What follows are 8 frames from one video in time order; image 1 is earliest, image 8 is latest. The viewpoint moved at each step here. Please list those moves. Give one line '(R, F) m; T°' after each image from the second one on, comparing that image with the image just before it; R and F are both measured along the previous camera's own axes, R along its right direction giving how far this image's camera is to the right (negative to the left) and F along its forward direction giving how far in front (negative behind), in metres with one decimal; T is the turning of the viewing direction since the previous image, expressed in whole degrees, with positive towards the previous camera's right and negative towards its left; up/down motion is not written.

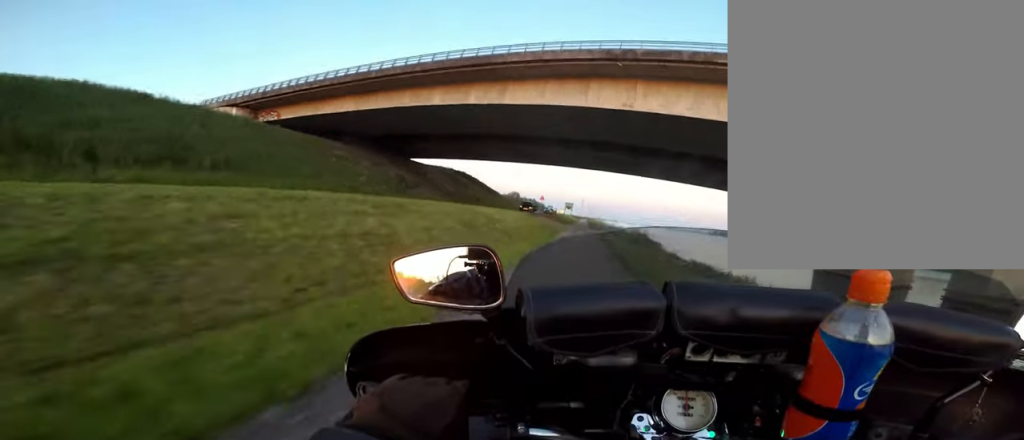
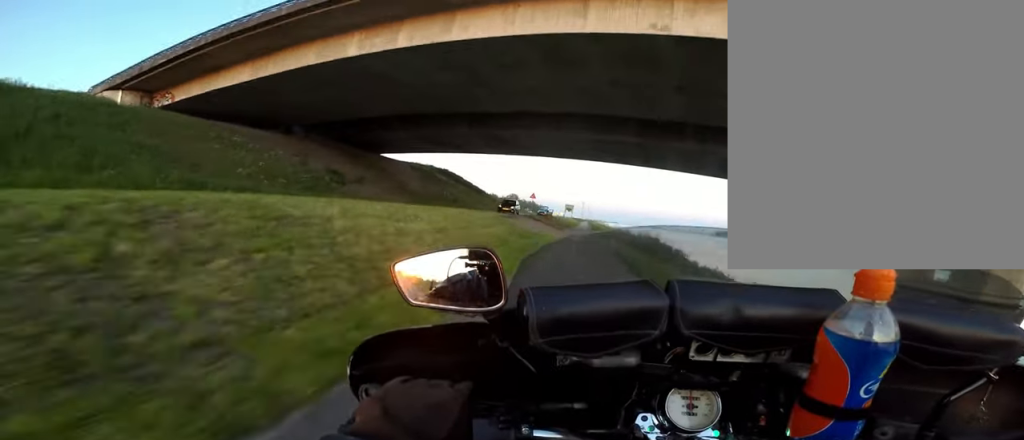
(+0.5, +12.6) m; +3°
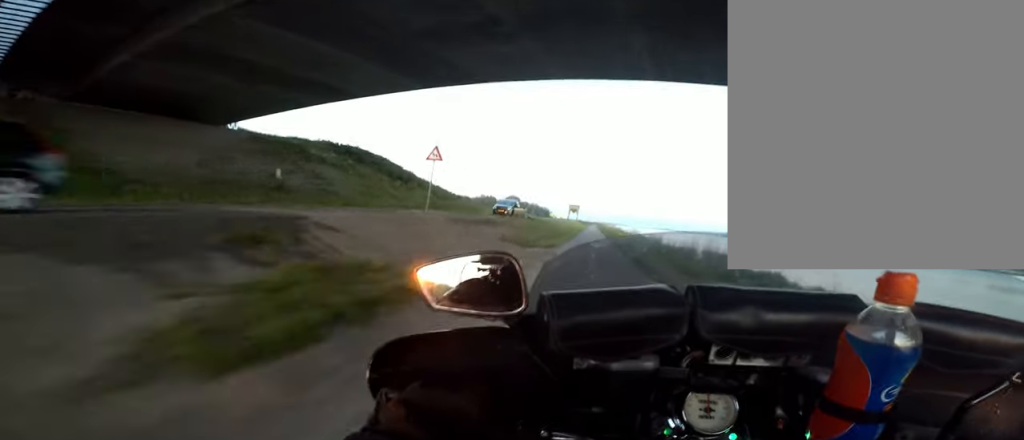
(-0.4, +33.4) m; -2°
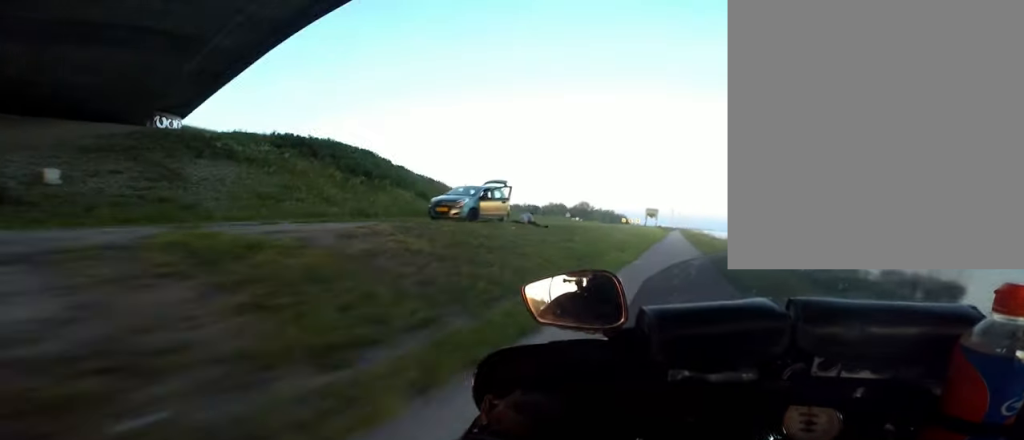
(+0.4, +17.3) m; +3°
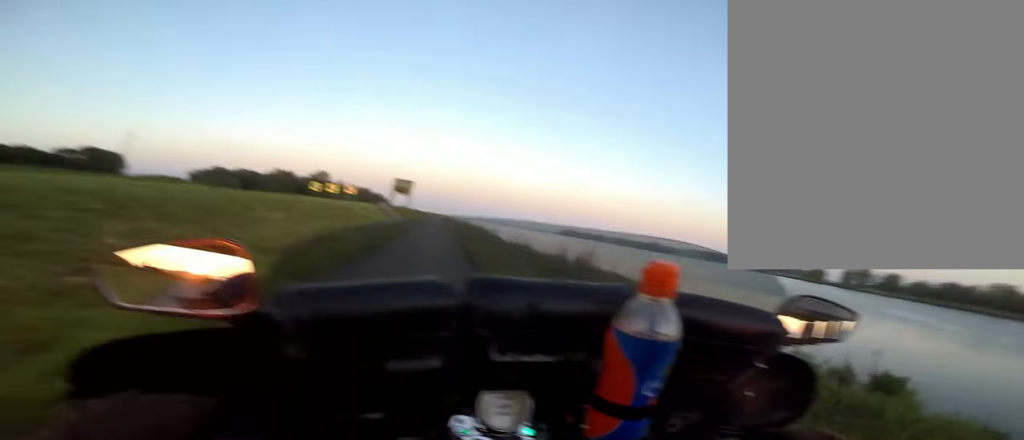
(+0.4, +20.6) m; -1°
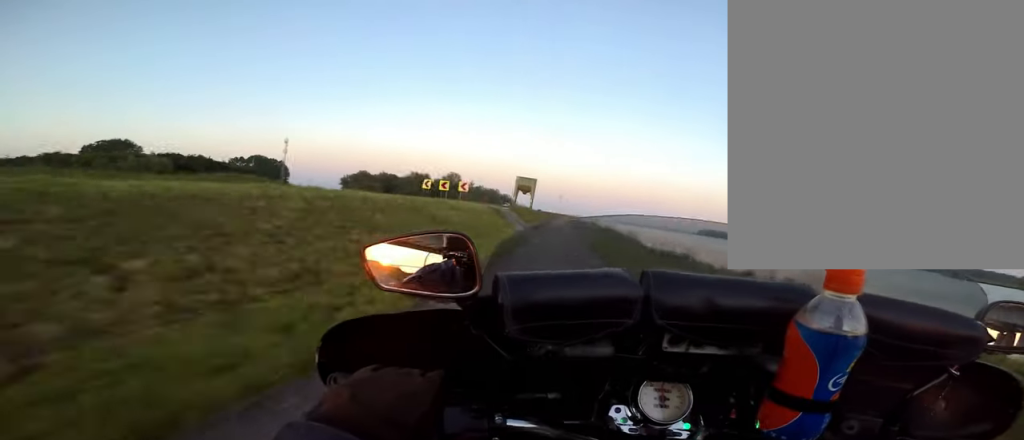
(-0.6, +9.5) m; 0°
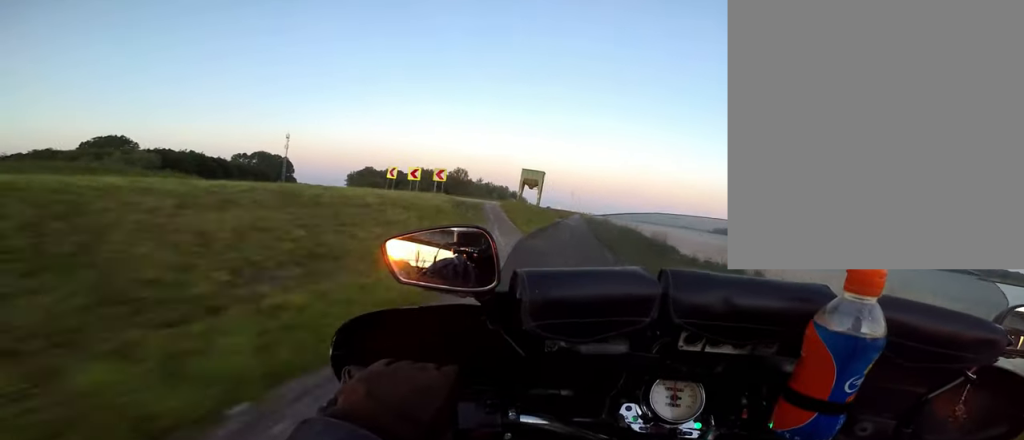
(+0.3, +10.4) m; 0°
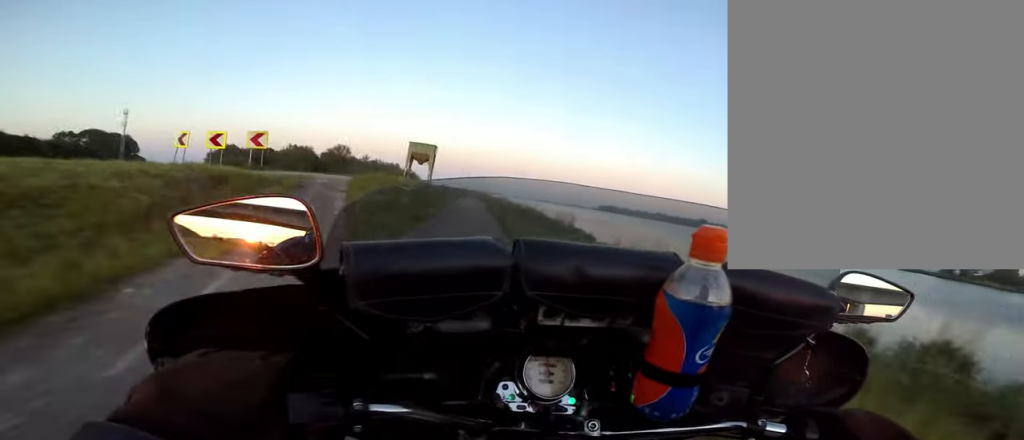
(+0.5, +8.5) m; 0°
